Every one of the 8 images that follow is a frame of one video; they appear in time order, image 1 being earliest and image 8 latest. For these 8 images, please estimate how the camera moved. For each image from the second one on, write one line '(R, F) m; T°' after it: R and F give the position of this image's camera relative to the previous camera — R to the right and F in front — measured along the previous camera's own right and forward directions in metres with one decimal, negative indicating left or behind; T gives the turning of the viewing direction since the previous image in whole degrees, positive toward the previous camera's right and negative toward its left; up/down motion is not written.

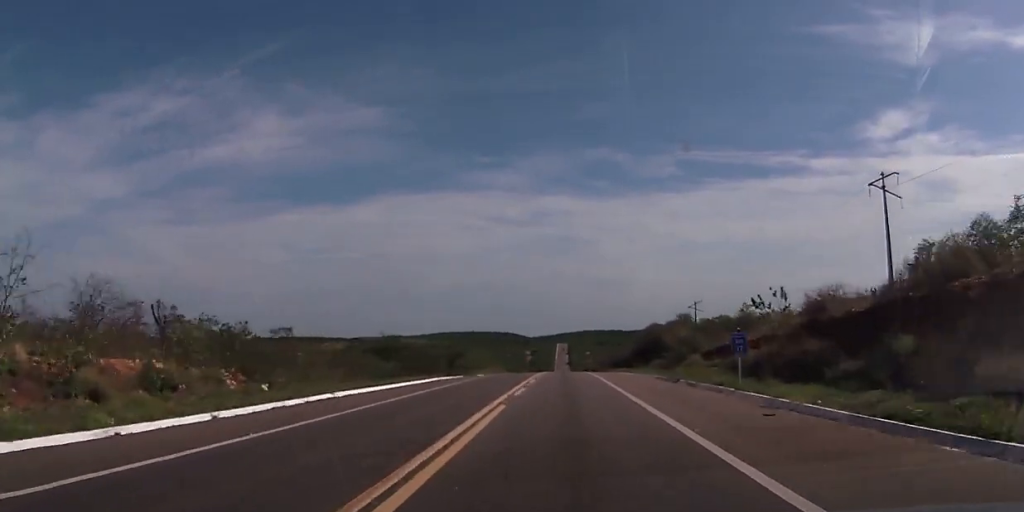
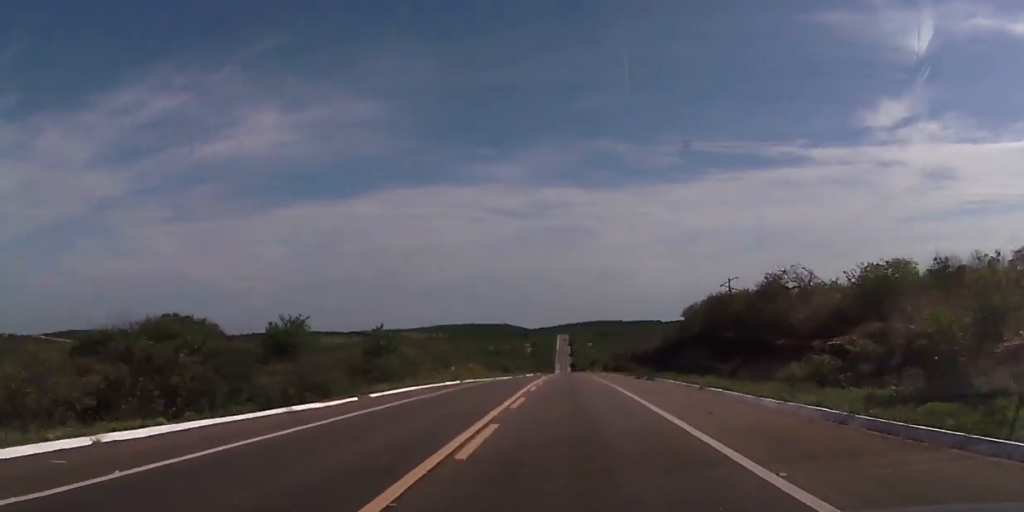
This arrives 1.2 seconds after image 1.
(+0.1, +35.4) m; +1°
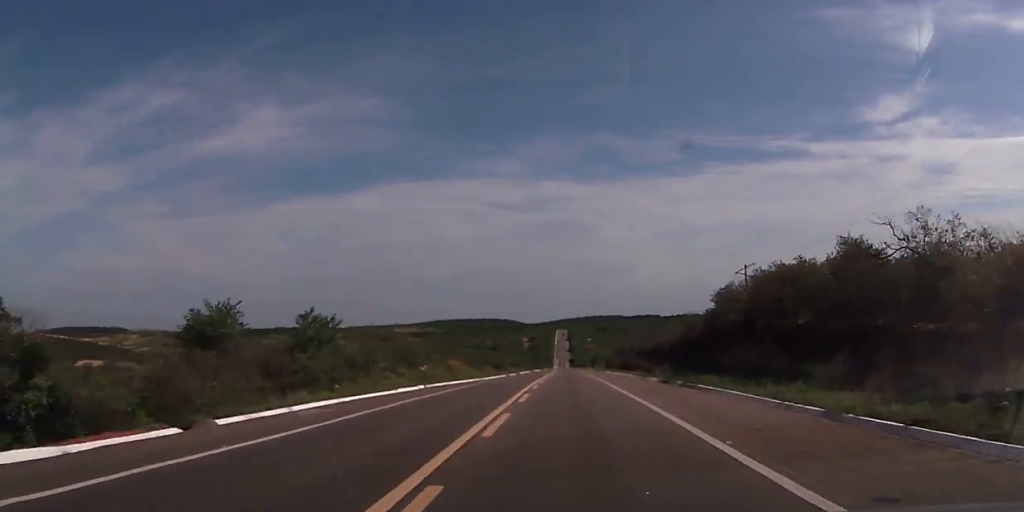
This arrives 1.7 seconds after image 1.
(+0.1, +13.7) m; 0°
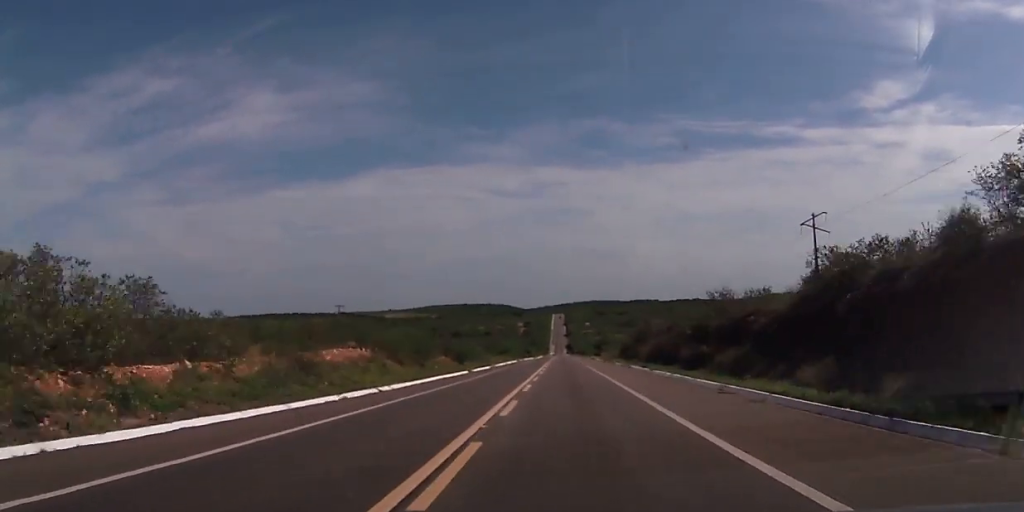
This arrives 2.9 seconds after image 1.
(0.0, +36.6) m; 0°
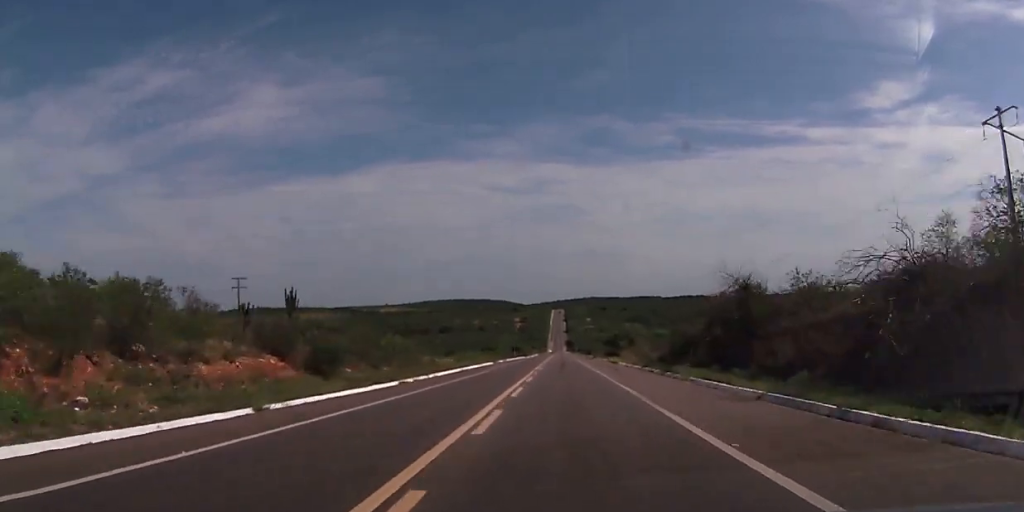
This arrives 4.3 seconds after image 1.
(0.0, +42.7) m; 0°
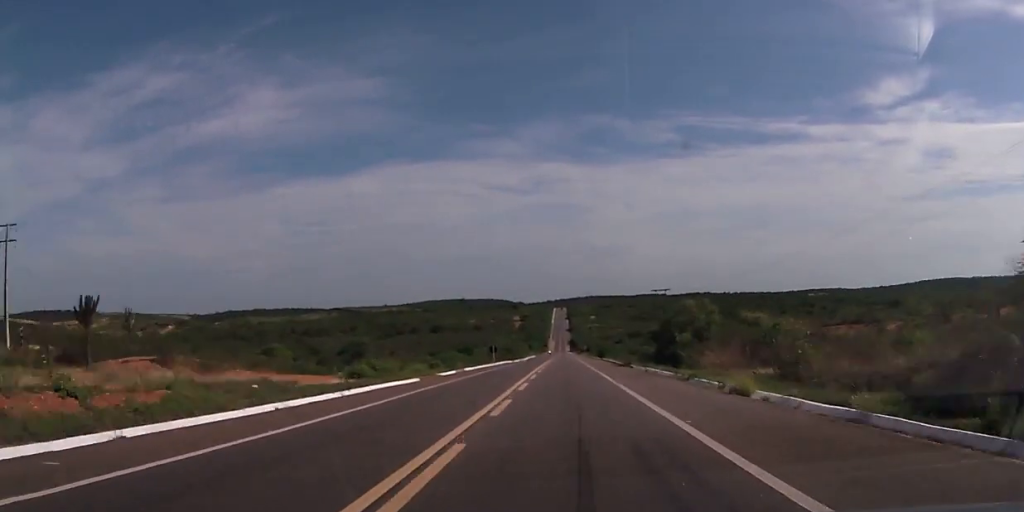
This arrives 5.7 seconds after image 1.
(+0.2, +44.6) m; 0°
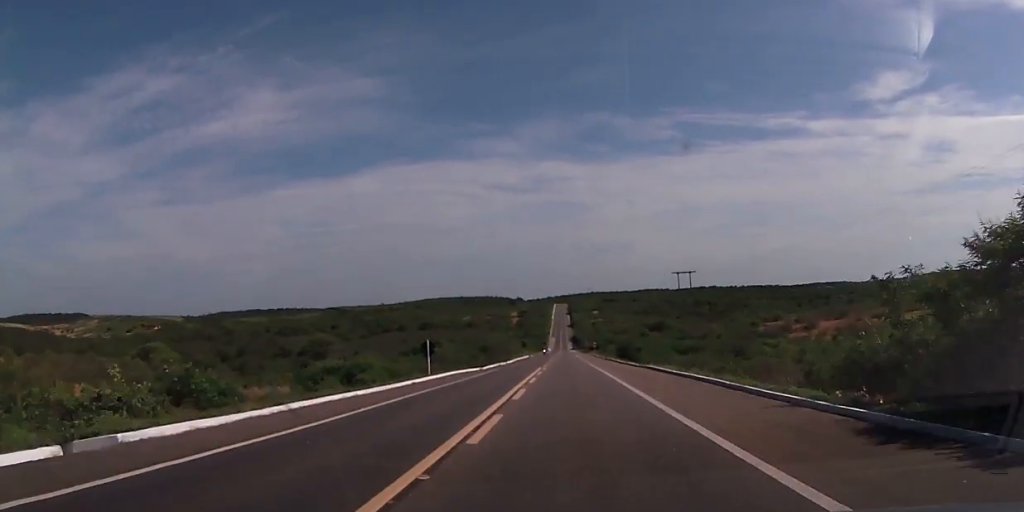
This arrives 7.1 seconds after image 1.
(-0.1, +43.5) m; 0°
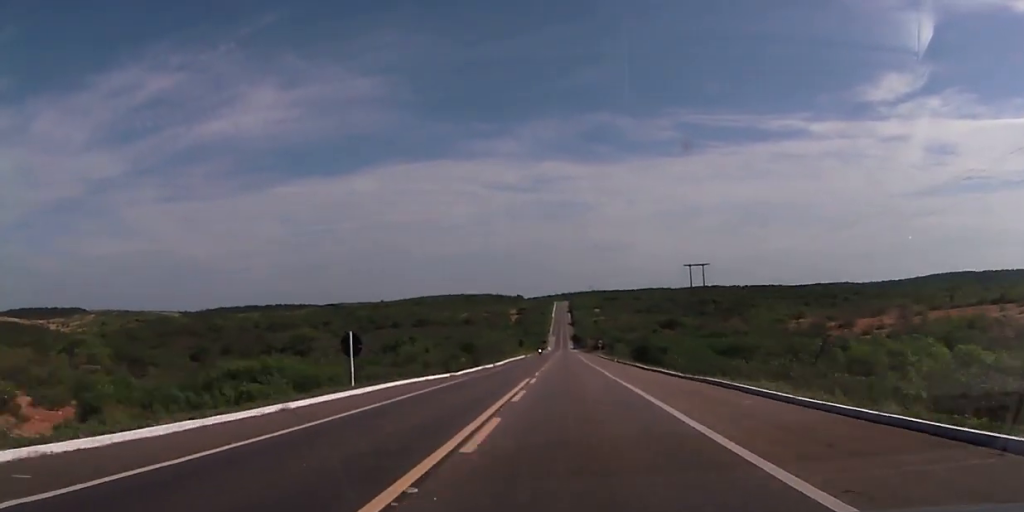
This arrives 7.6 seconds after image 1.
(0.0, +16.6) m; 0°
